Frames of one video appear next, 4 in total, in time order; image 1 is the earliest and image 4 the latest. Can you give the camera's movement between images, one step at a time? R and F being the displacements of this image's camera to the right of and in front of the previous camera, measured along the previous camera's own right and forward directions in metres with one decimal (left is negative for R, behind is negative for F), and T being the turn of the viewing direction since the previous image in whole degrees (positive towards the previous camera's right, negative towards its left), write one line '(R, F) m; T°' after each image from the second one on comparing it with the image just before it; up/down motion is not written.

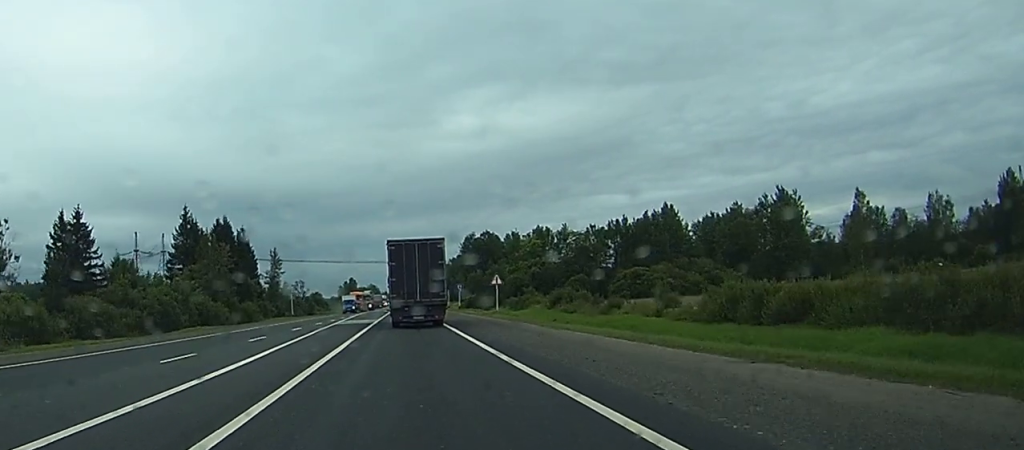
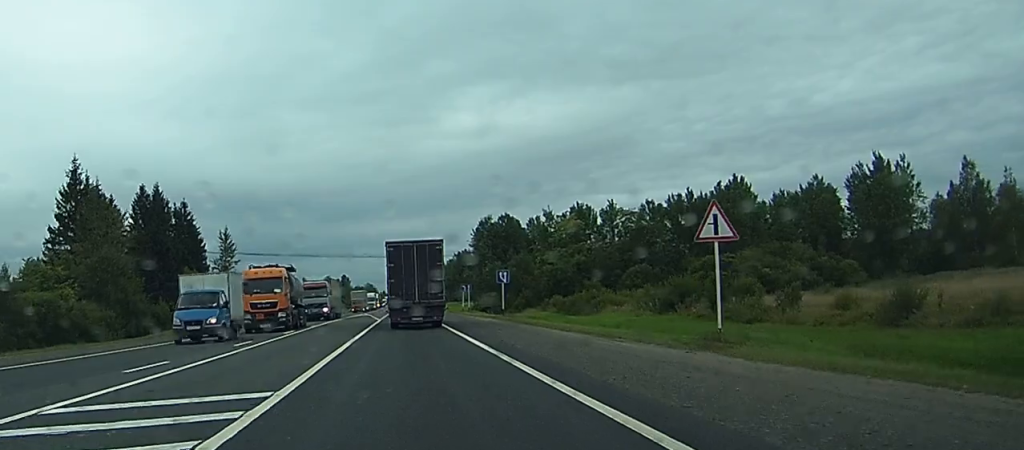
(-0.9, +51.3) m; -1°
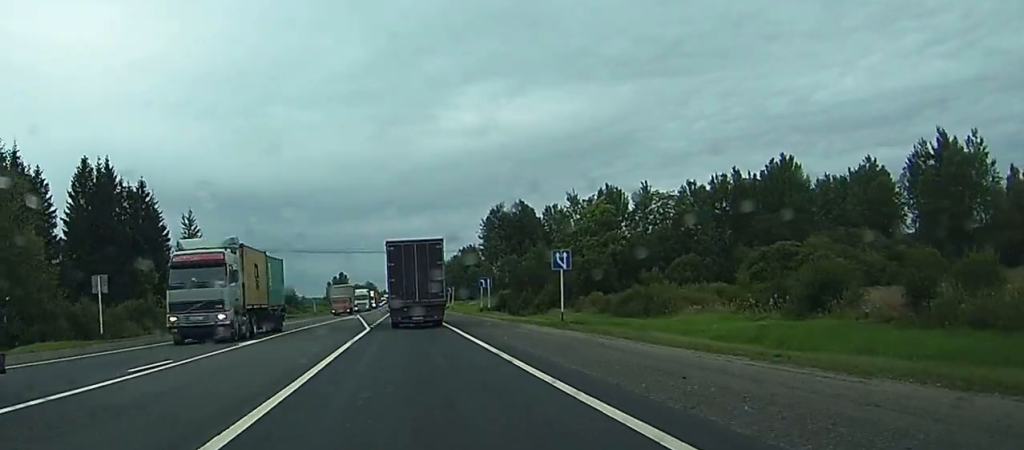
(+0.3, +23.6) m; +1°
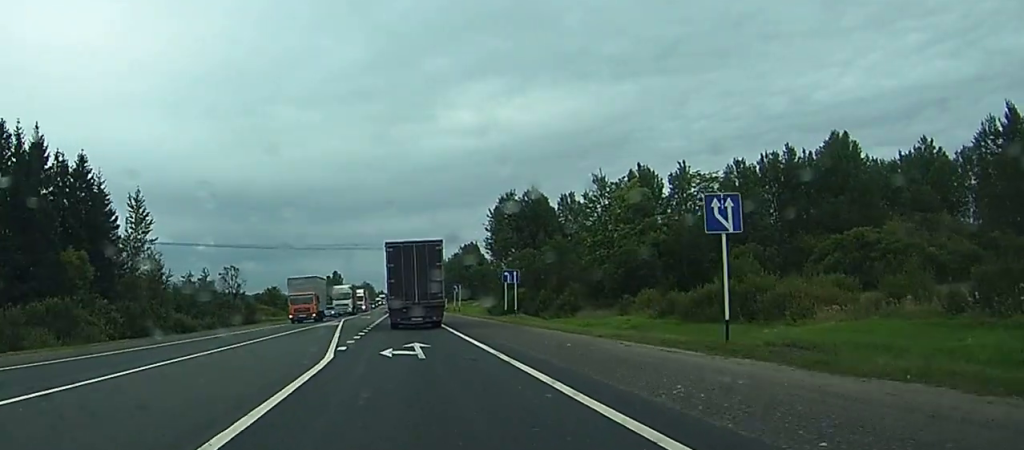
(0.0, +21.4) m; -1°
